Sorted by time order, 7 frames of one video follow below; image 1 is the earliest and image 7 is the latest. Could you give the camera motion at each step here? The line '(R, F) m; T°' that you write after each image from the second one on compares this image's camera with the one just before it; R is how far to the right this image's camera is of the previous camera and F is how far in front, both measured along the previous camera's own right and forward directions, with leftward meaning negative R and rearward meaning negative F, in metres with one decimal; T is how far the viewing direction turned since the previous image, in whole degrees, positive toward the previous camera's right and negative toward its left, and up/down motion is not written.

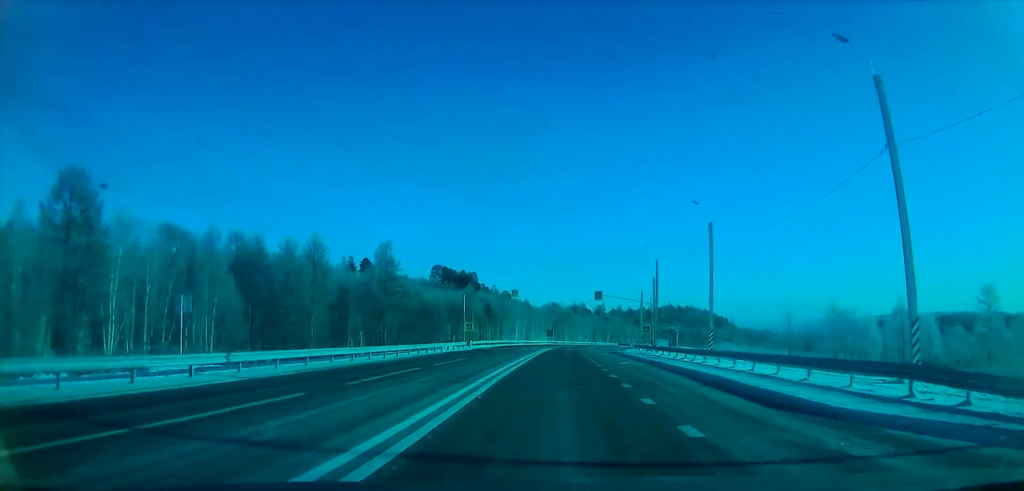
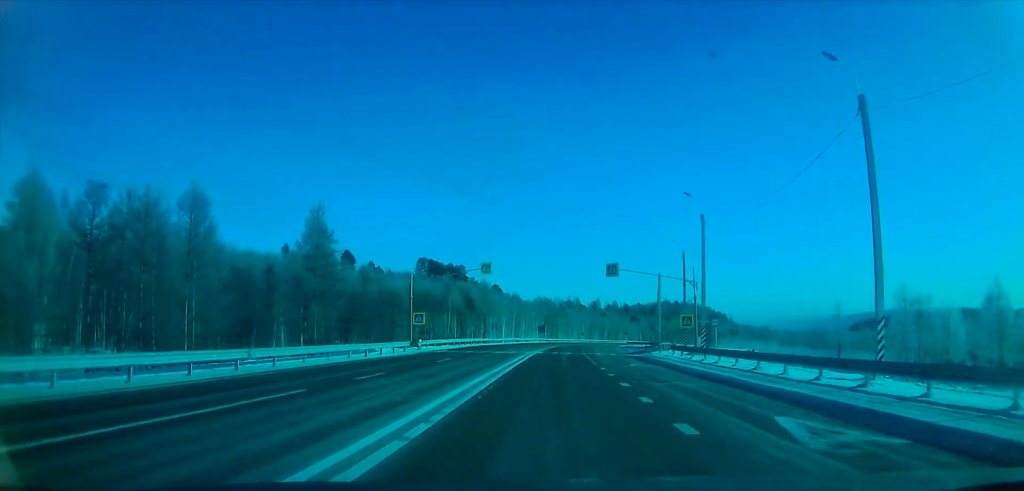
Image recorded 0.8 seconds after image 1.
(+0.2, +23.9) m; 0°
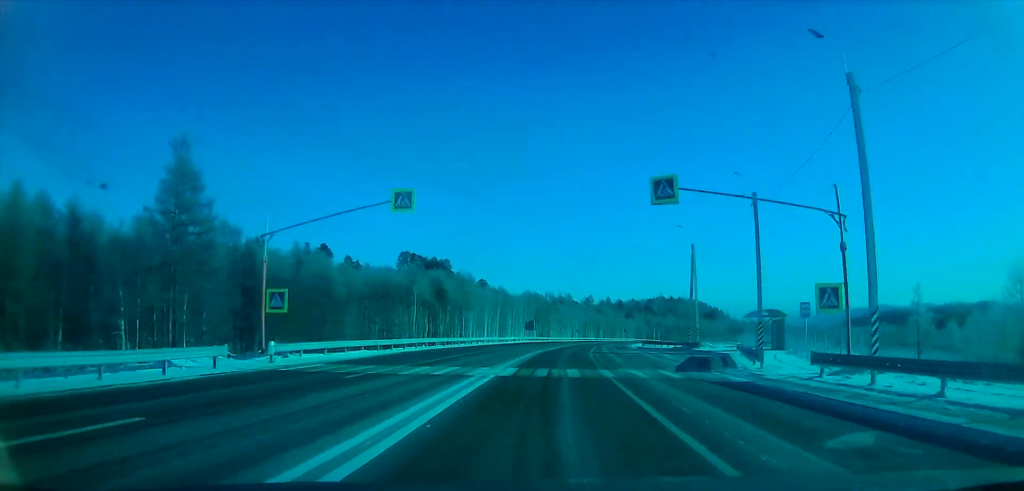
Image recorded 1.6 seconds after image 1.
(-0.2, +24.9) m; 0°
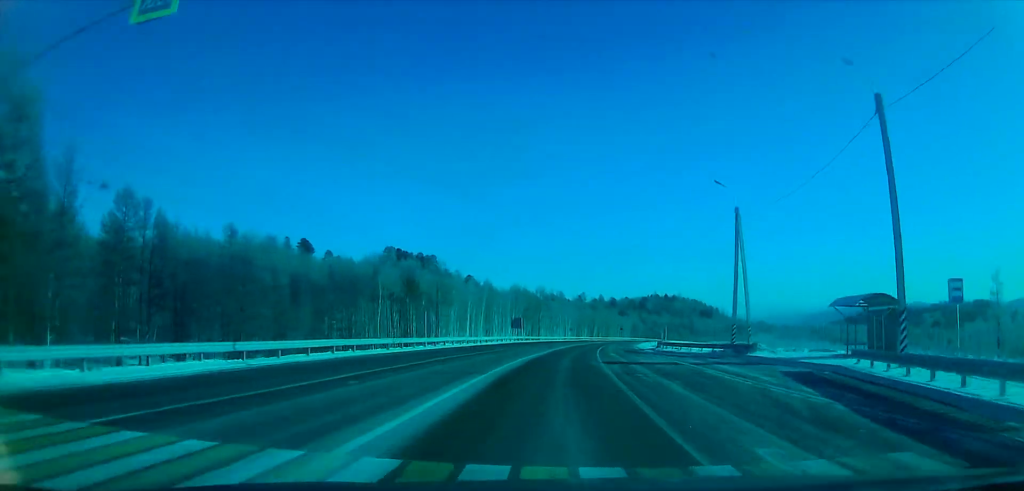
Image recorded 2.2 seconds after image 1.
(+0.1, +16.9) m; 0°
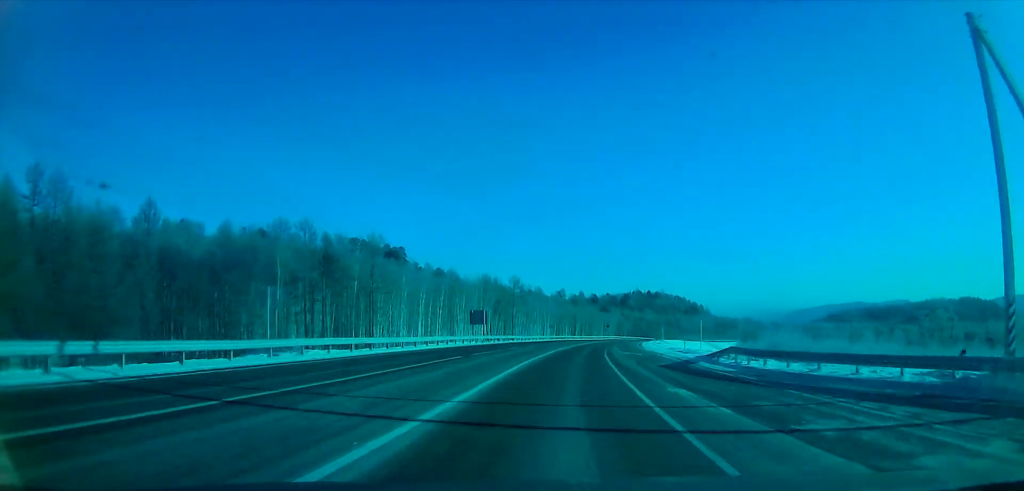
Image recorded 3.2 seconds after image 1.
(0.0, +28.7) m; 0°
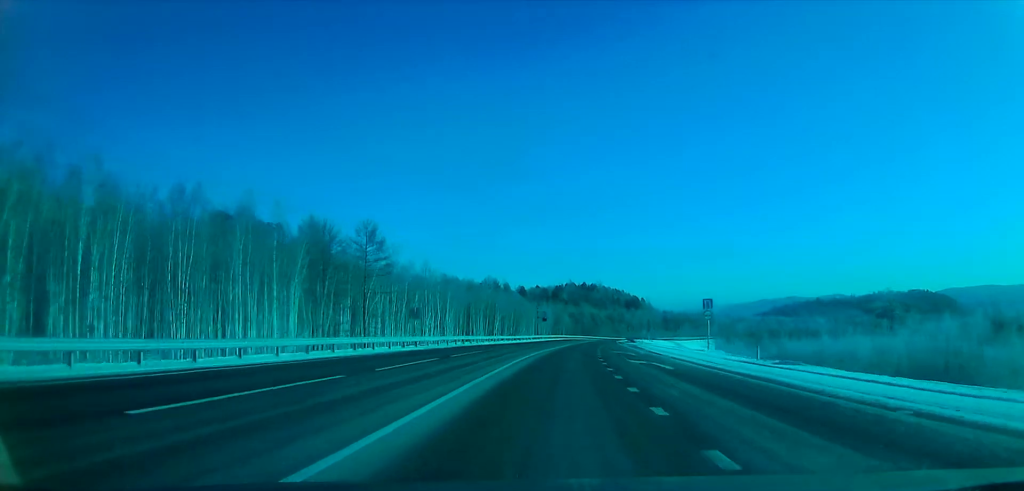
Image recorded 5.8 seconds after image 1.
(+3.3, +76.3) m; +9°
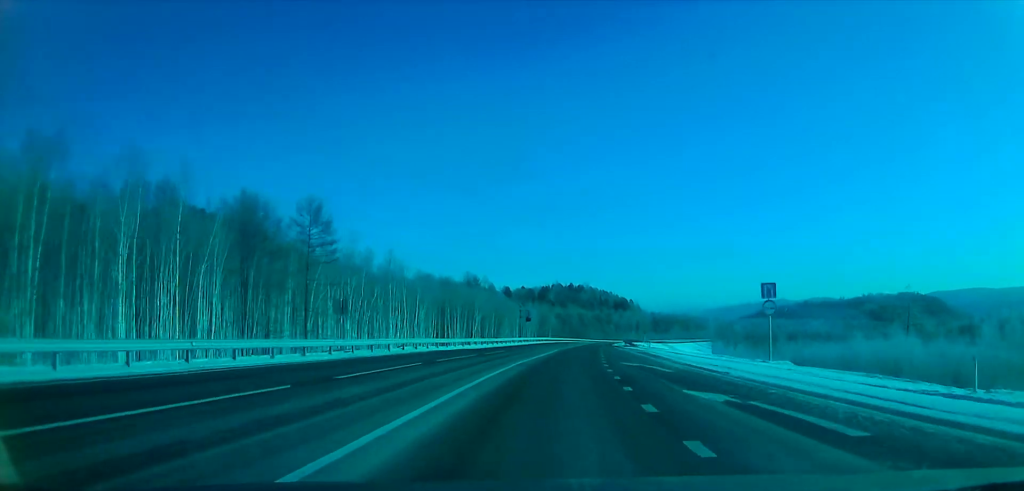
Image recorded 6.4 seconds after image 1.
(+0.9, +15.4) m; 0°
